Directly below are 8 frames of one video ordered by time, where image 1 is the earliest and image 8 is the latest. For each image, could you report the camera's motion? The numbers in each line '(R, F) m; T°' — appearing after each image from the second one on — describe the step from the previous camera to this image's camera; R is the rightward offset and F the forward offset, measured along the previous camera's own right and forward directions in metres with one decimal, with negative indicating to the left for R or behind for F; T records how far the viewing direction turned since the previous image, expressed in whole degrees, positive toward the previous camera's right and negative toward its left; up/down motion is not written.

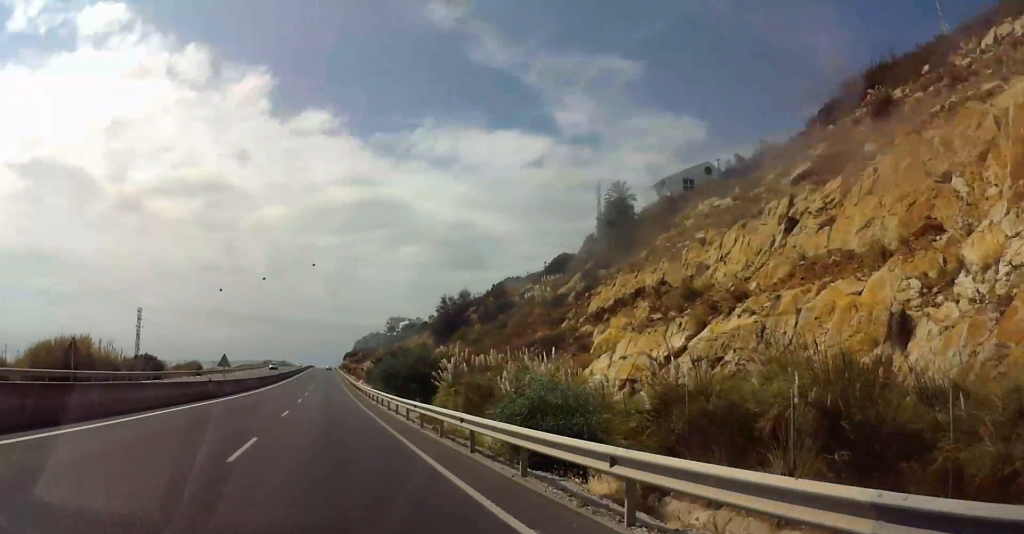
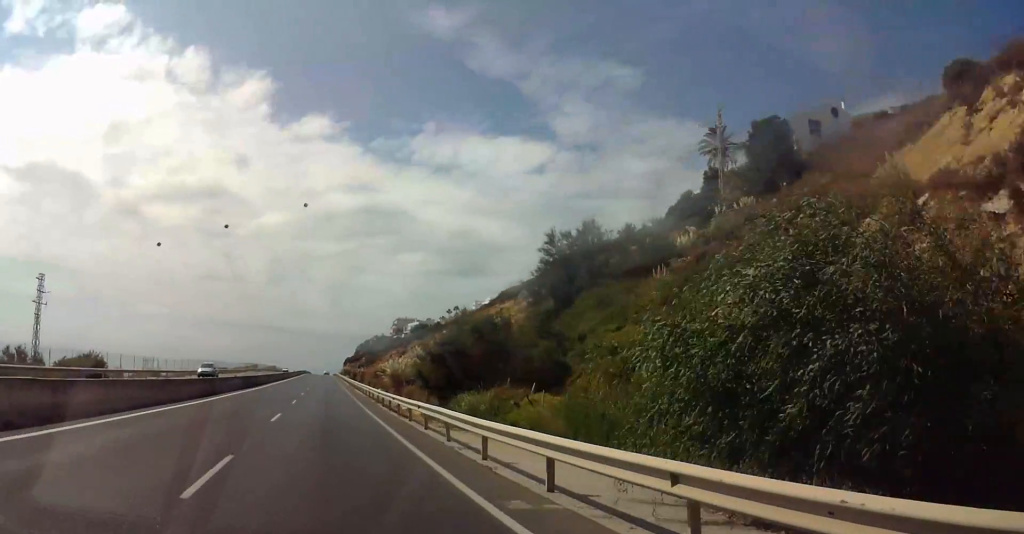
(0.0, +41.6) m; 0°
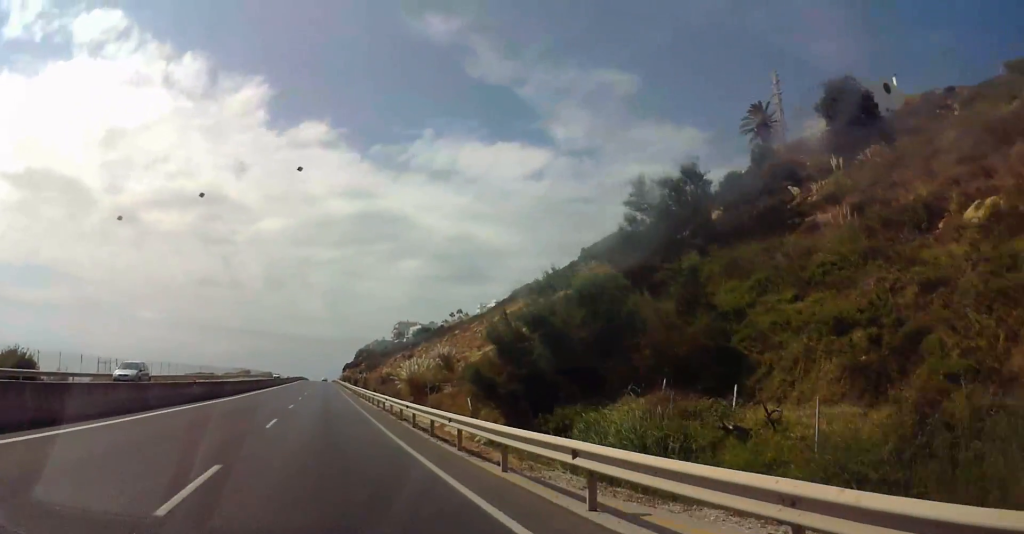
(+0.1, +13.4) m; 0°
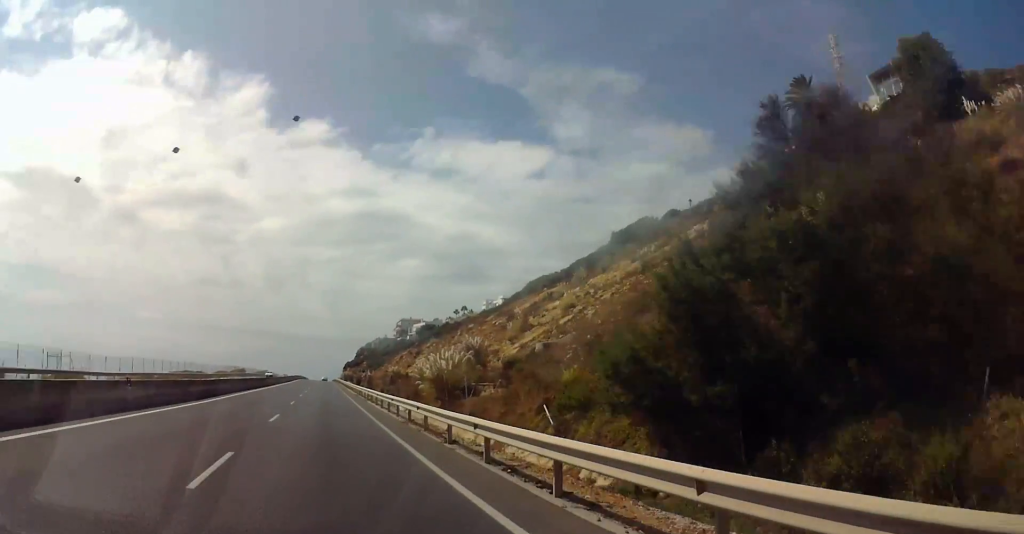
(0.0, +10.8) m; 0°
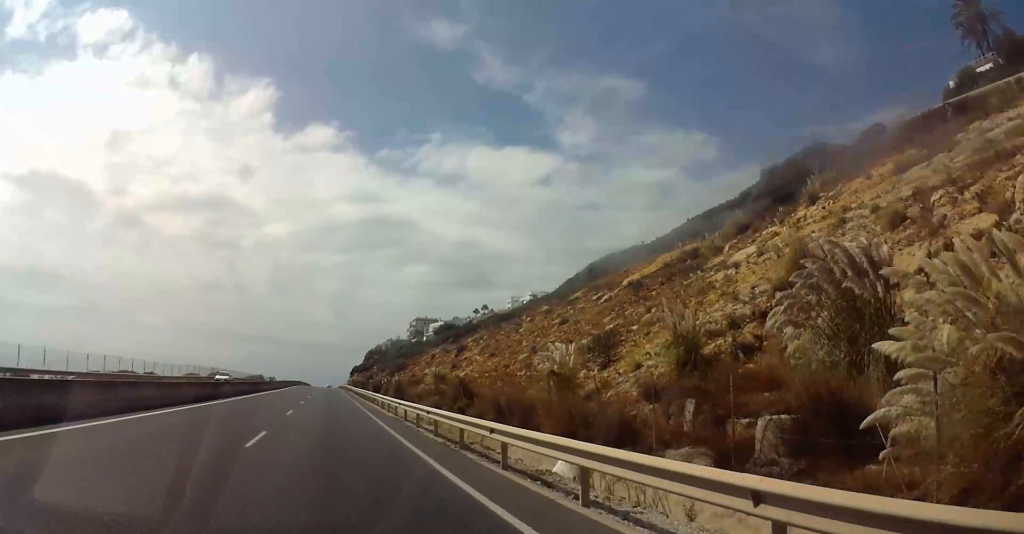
(-0.2, +33.0) m; 0°
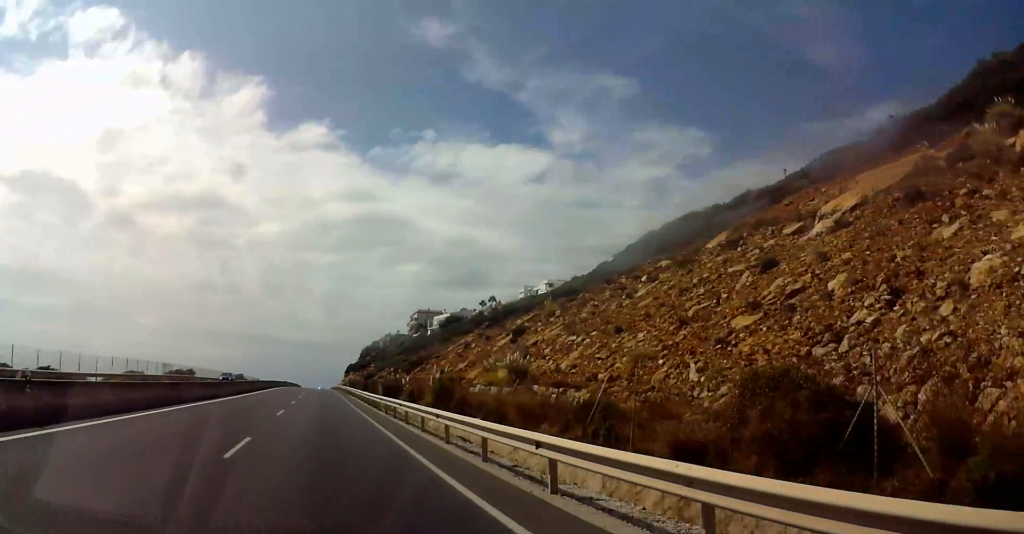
(+0.1, +27.8) m; 0°
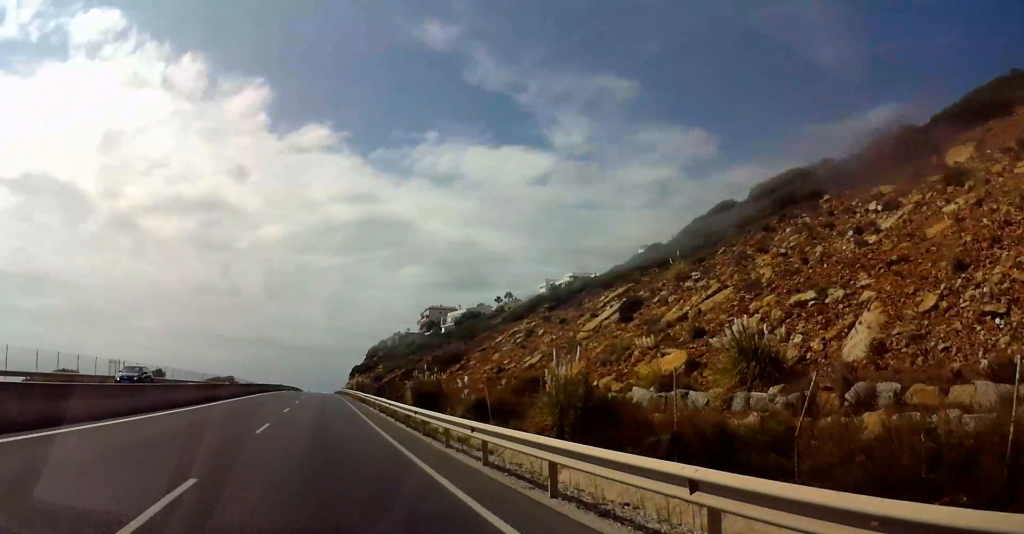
(0.0, +19.5) m; 0°
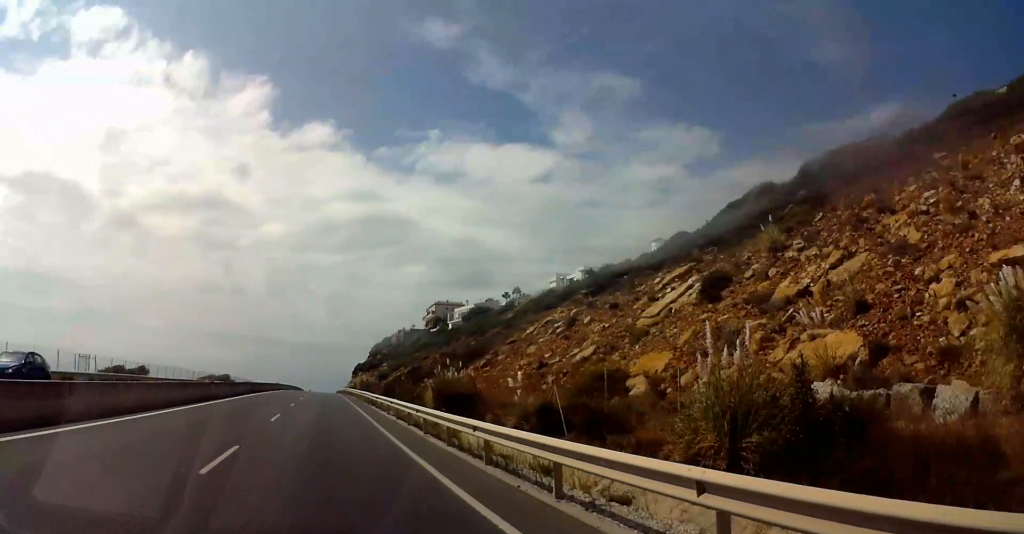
(+0.1, +8.9) m; 0°
